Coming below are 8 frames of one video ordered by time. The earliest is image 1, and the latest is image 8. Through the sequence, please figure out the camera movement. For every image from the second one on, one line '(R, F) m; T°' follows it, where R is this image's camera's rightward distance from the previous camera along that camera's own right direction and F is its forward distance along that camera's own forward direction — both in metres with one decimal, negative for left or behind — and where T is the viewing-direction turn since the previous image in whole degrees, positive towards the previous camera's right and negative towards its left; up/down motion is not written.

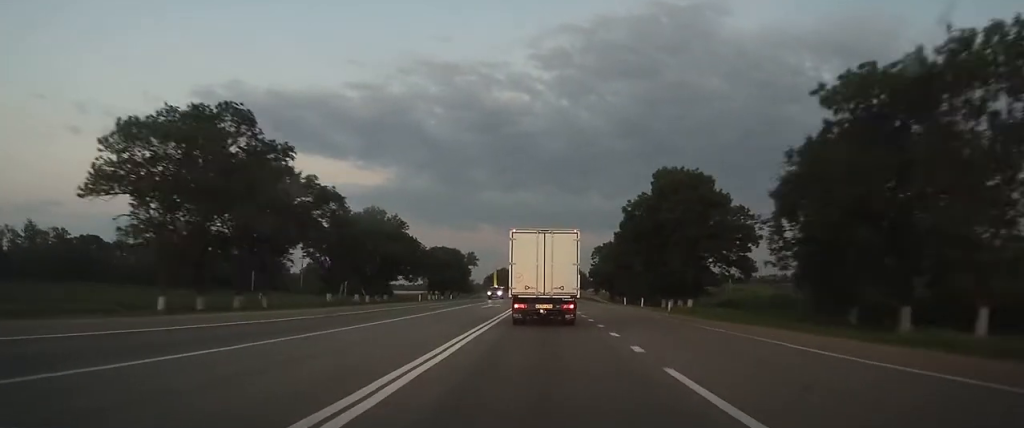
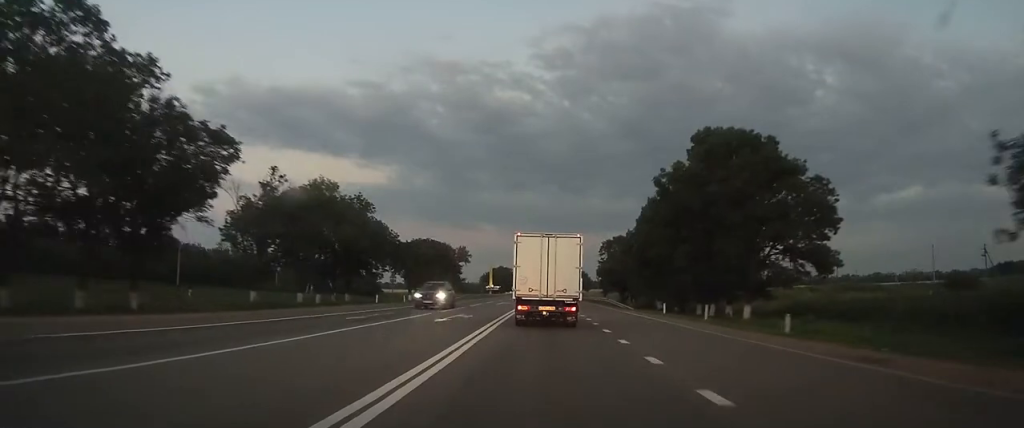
(0.0, +17.4) m; 0°
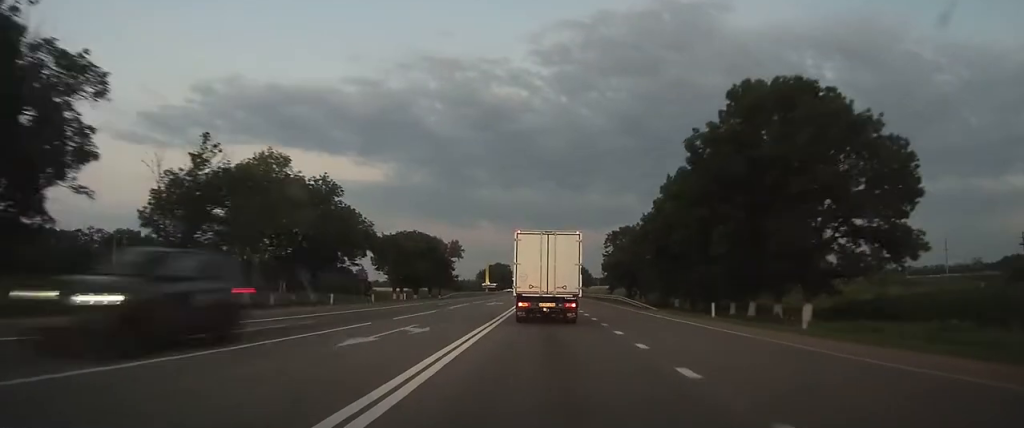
(0.0, +10.6) m; 0°
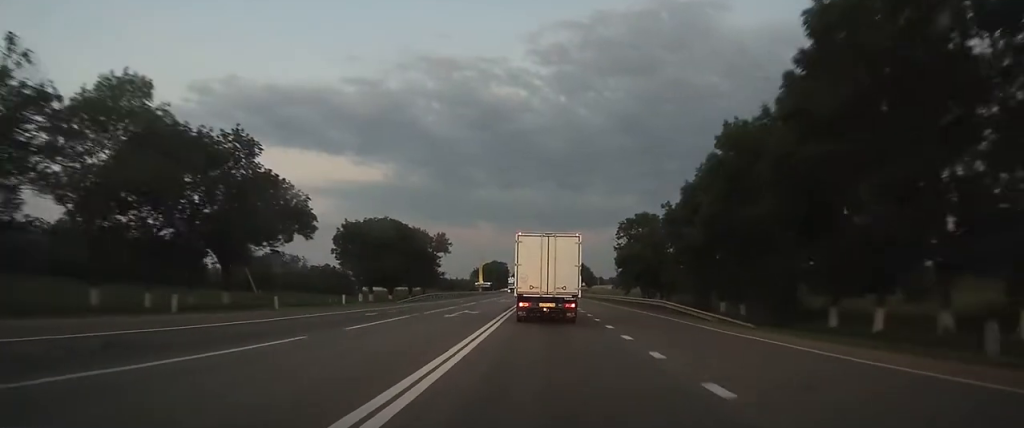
(0.0, +17.4) m; 0°
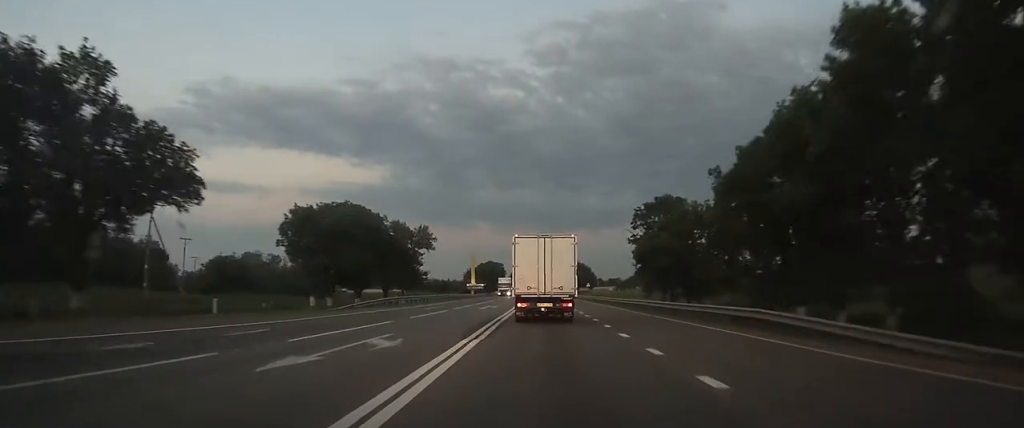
(0.0, +15.9) m; 0°
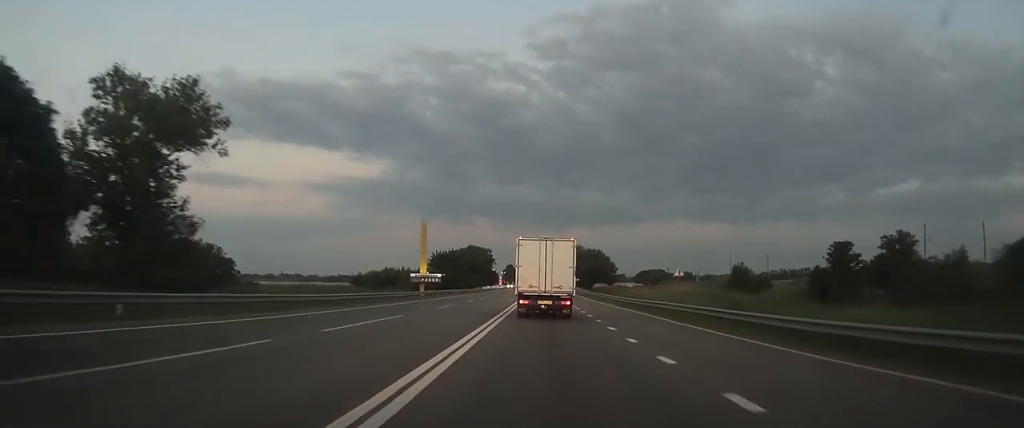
(0.0, +69.8) m; 0°
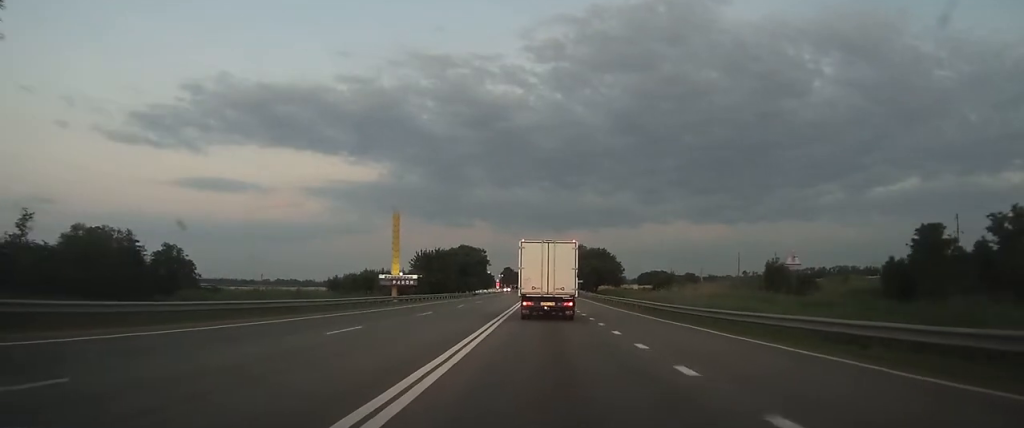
(0.0, +17.5) m; 0°
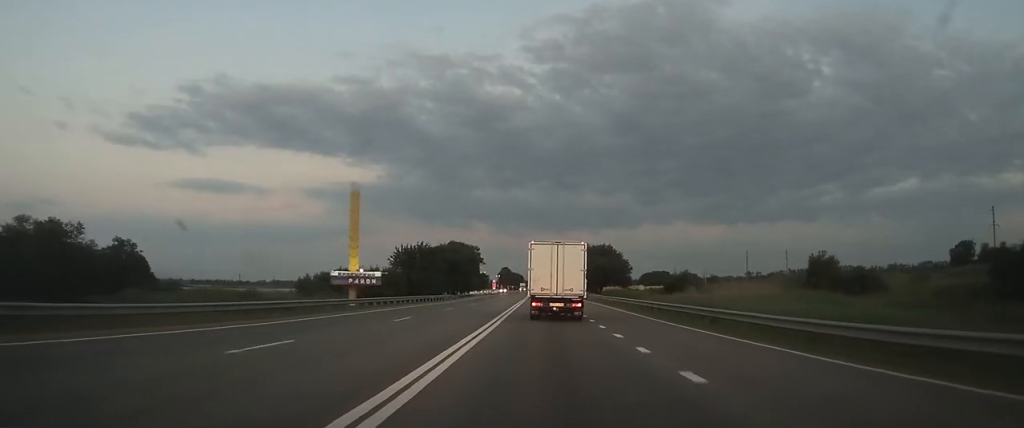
(0.0, +16.8) m; 0°
